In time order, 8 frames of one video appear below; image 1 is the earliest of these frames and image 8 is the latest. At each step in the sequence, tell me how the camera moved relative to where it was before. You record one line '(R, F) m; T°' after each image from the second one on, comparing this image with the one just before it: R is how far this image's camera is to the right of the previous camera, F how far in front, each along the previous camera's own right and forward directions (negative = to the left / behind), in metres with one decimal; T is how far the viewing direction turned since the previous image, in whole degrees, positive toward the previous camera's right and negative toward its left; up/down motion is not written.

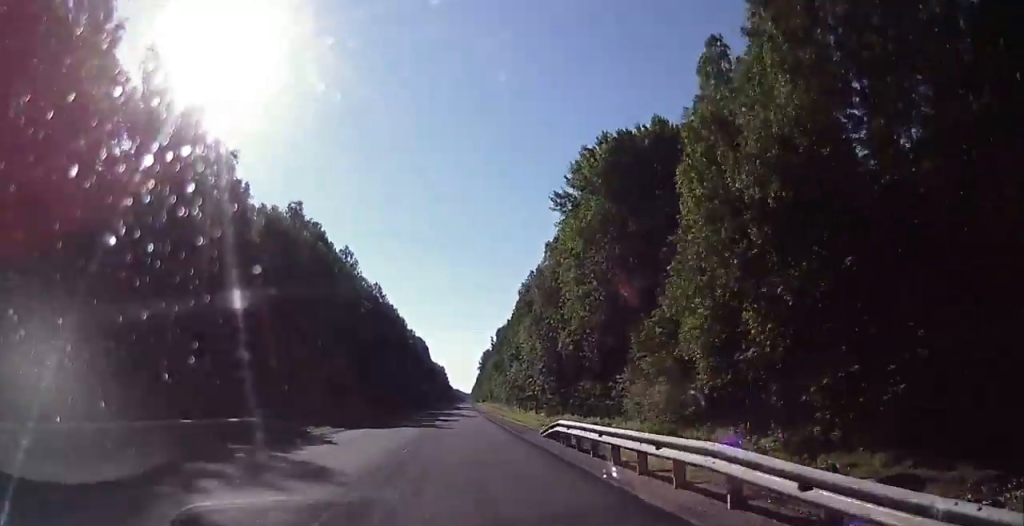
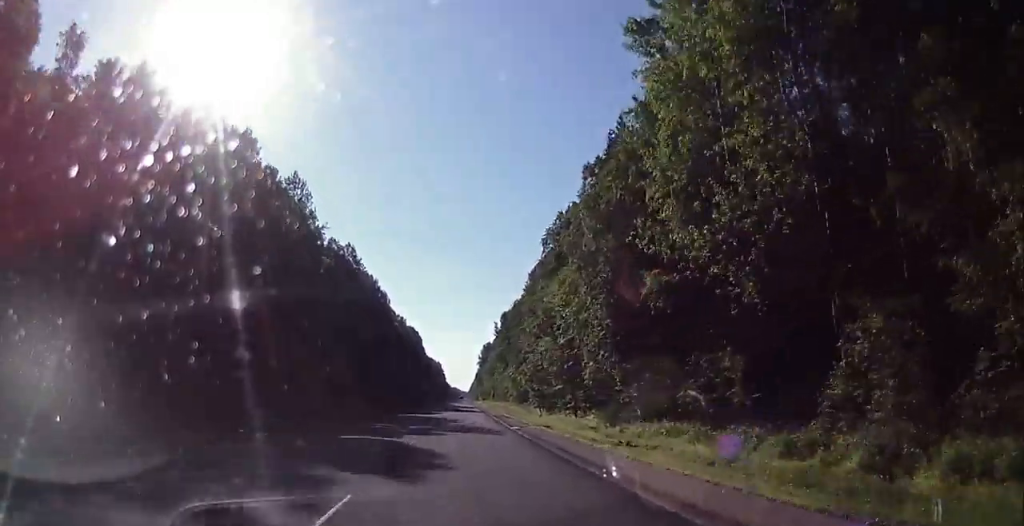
(+0.2, +34.8) m; +1°
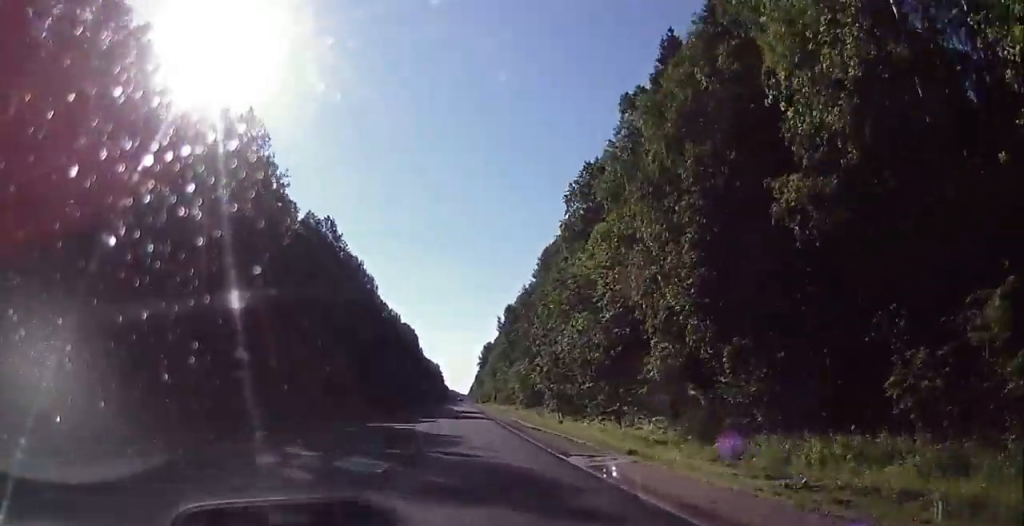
(+0.2, +18.0) m; 0°
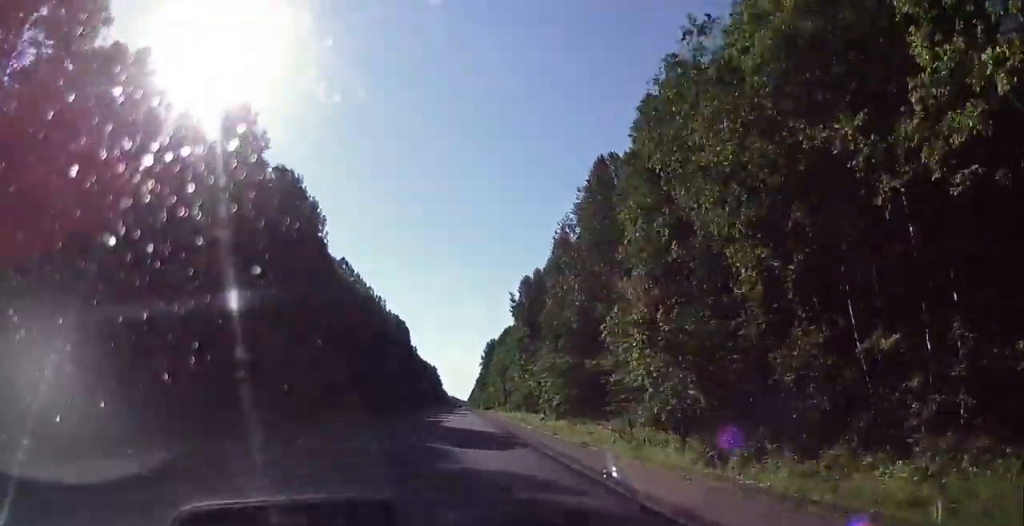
(-0.2, +42.4) m; -2°
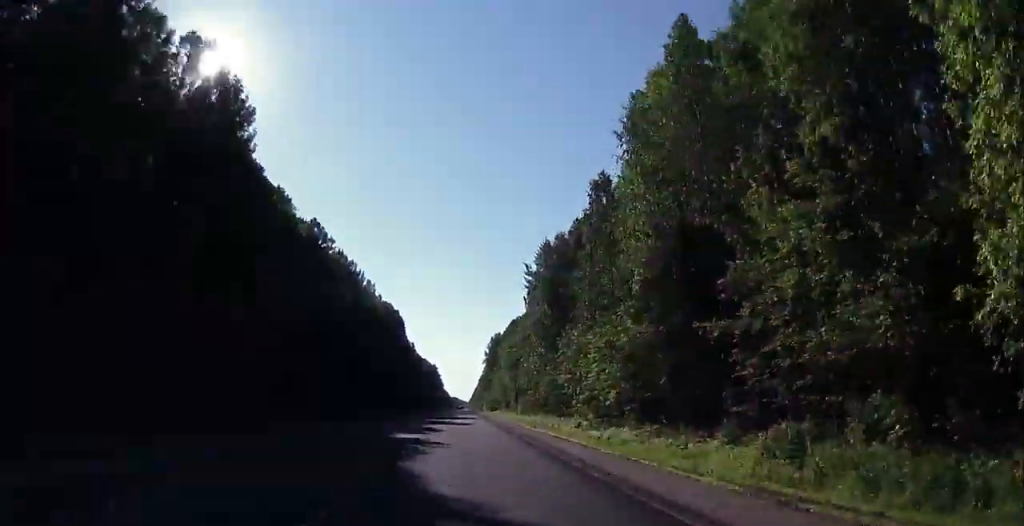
(-0.3, +25.4) m; -1°
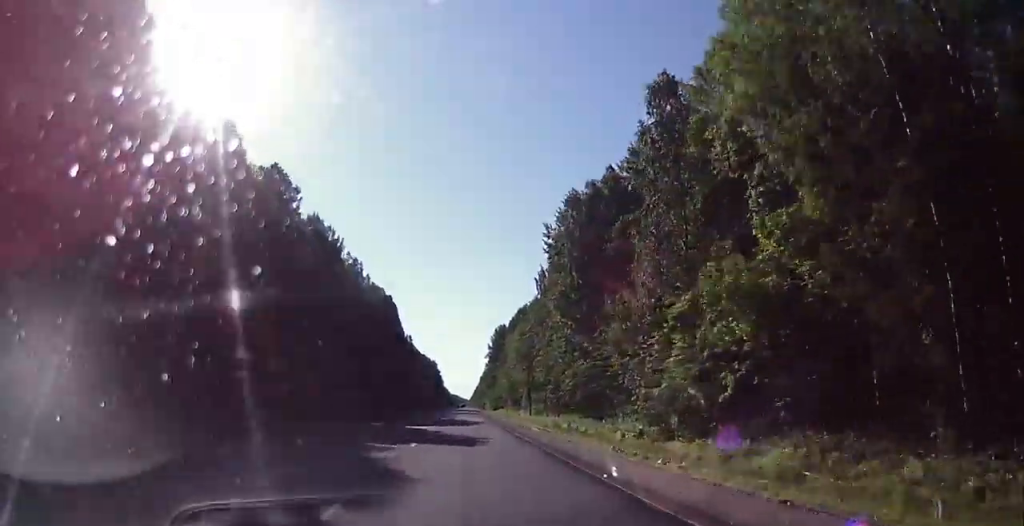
(-0.1, +21.2) m; -1°
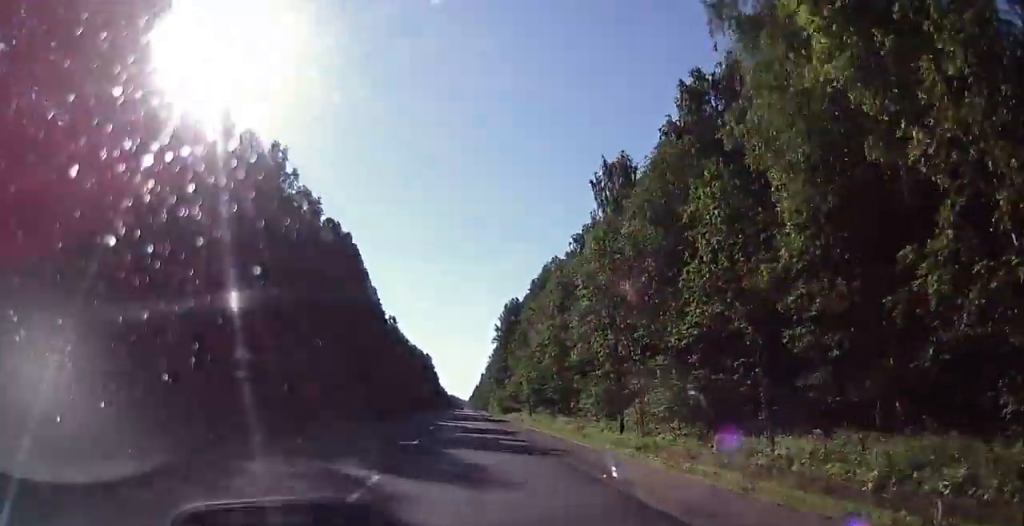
(-0.5, +58.9) m; 0°
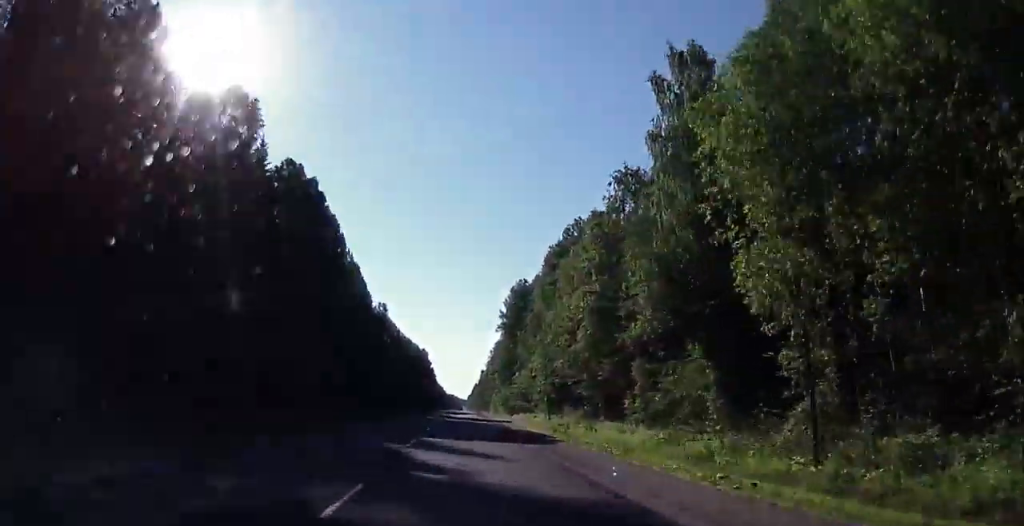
(+0.2, +25.2) m; +1°
